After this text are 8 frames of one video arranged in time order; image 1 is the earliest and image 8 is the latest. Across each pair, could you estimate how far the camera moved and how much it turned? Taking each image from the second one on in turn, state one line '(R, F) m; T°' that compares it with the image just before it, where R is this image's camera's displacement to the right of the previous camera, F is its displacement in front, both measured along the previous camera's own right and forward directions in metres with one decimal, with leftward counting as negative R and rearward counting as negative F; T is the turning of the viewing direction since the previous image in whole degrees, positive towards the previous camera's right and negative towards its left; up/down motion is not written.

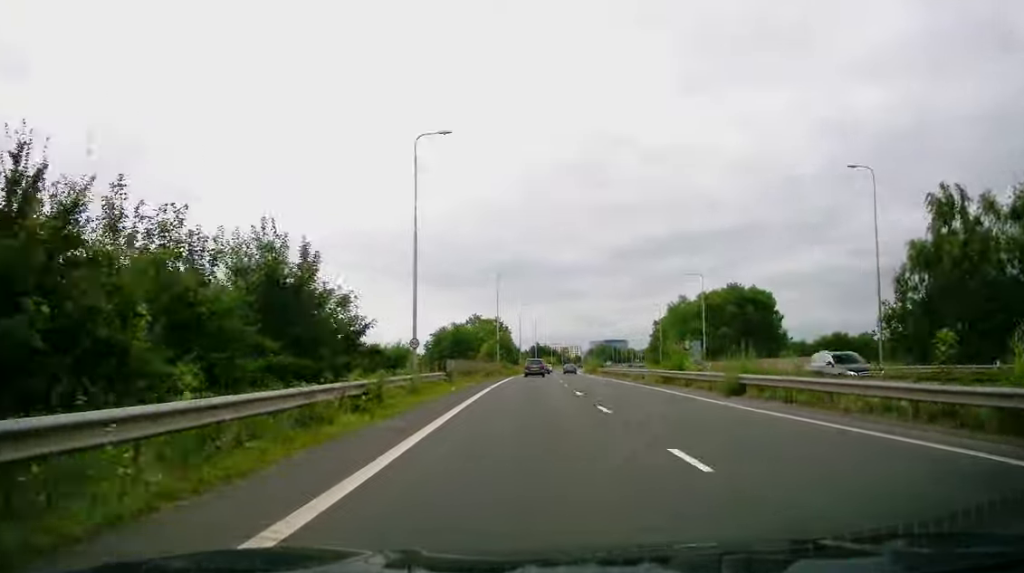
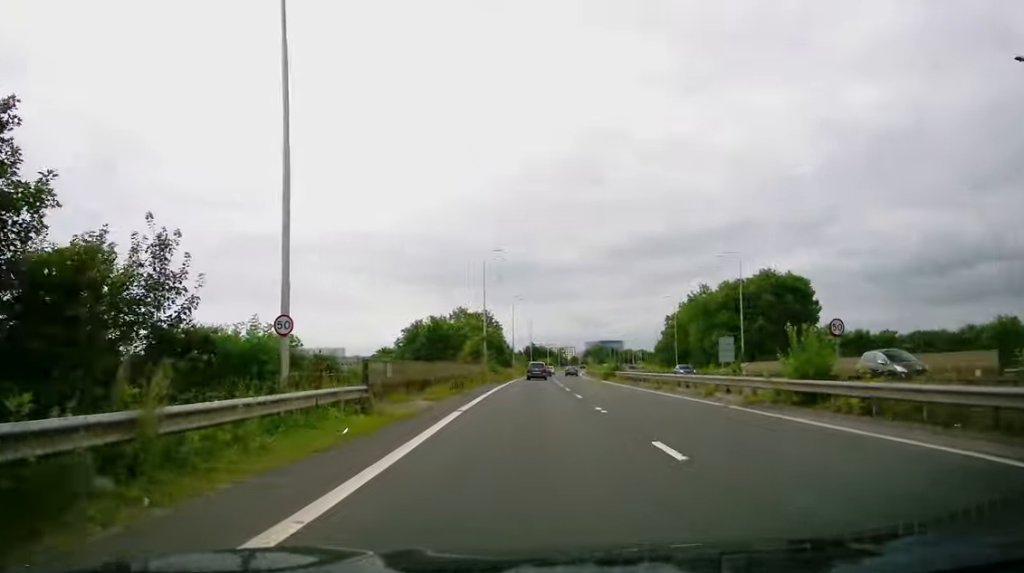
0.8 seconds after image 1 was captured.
(-0.1, +16.5) m; +1°
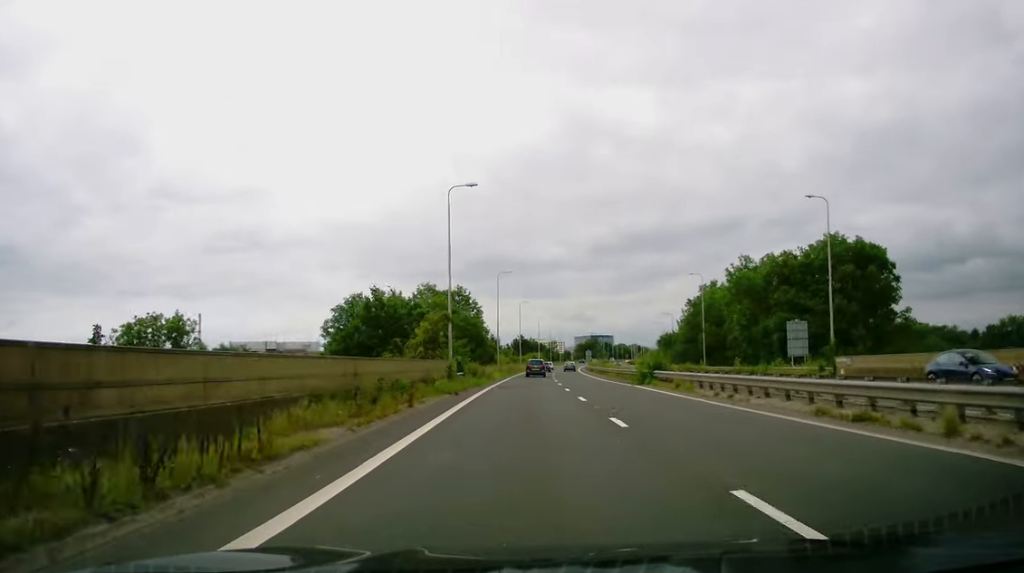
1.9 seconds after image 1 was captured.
(+0.5, +22.3) m; +1°
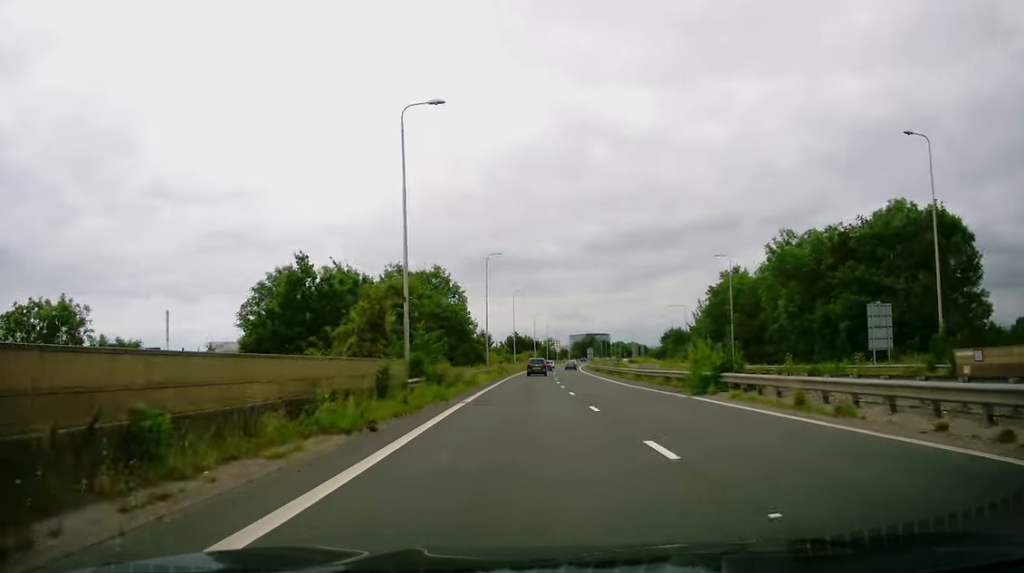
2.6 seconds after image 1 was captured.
(0.0, +13.7) m; 0°
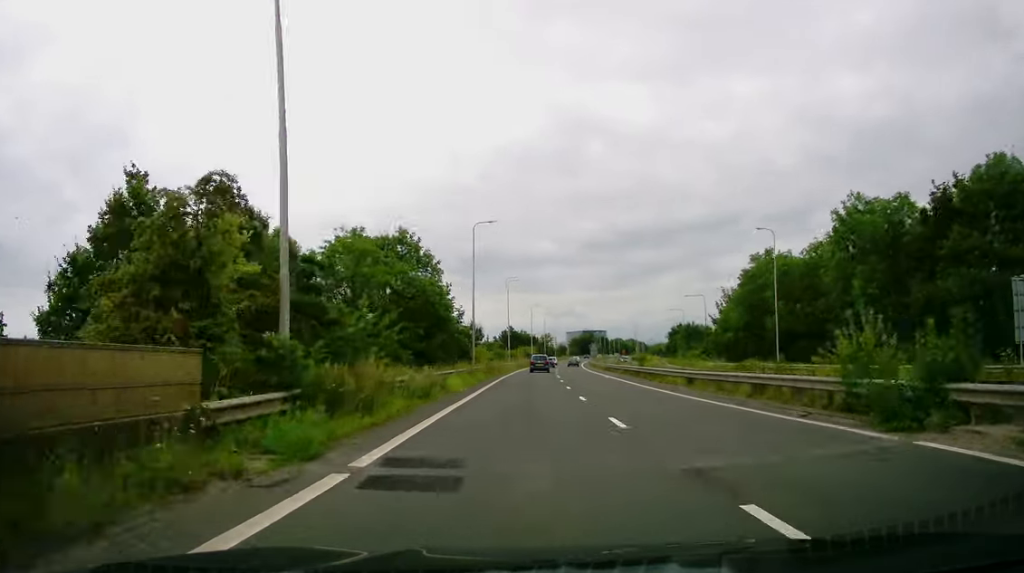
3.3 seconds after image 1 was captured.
(0.0, +13.7) m; 0°
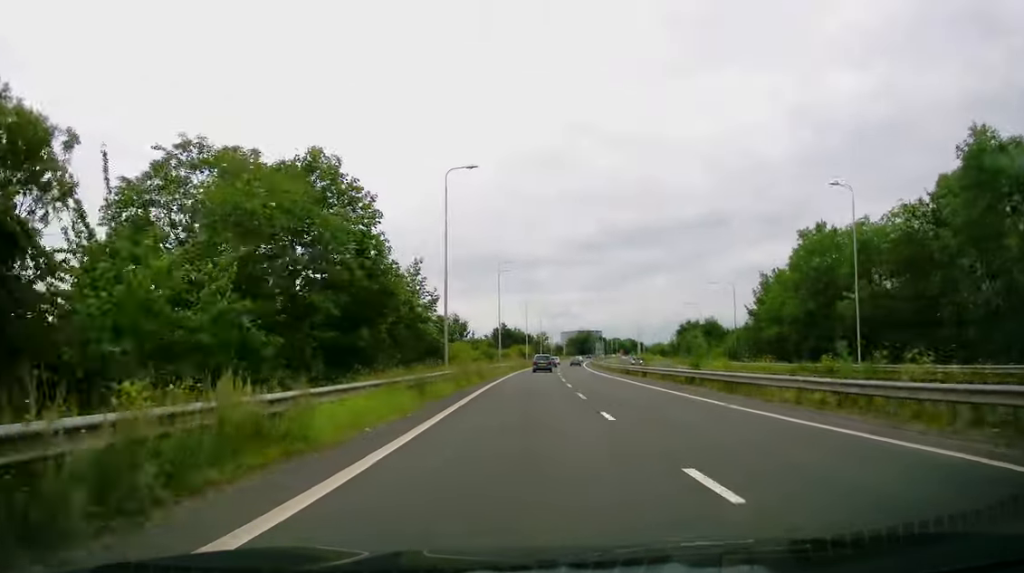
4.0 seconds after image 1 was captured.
(0.0, +15.8) m; +1°
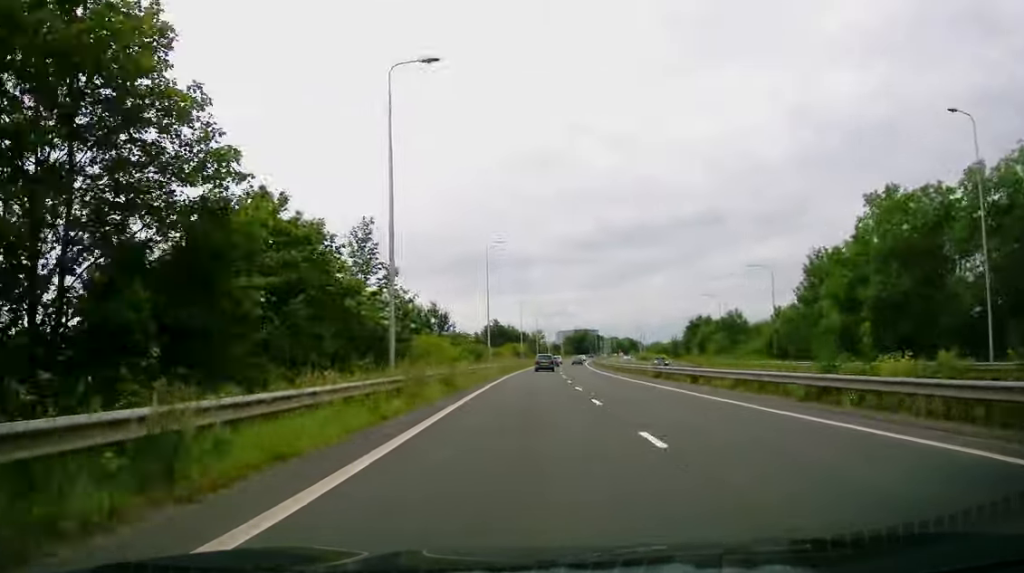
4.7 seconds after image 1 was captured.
(-0.1, +14.4) m; +1°
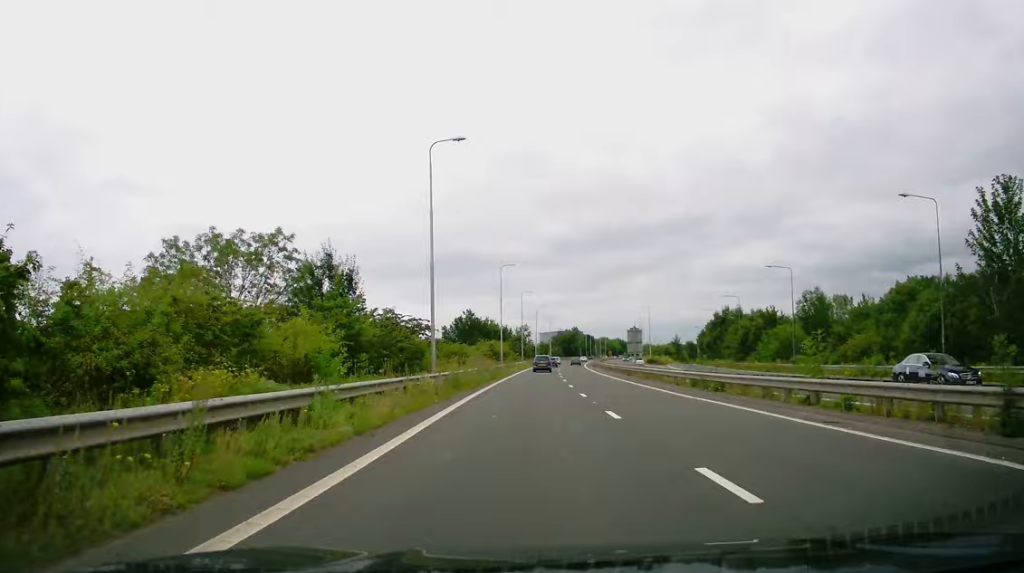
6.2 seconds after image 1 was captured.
(+0.8, +30.5) m; +2°
